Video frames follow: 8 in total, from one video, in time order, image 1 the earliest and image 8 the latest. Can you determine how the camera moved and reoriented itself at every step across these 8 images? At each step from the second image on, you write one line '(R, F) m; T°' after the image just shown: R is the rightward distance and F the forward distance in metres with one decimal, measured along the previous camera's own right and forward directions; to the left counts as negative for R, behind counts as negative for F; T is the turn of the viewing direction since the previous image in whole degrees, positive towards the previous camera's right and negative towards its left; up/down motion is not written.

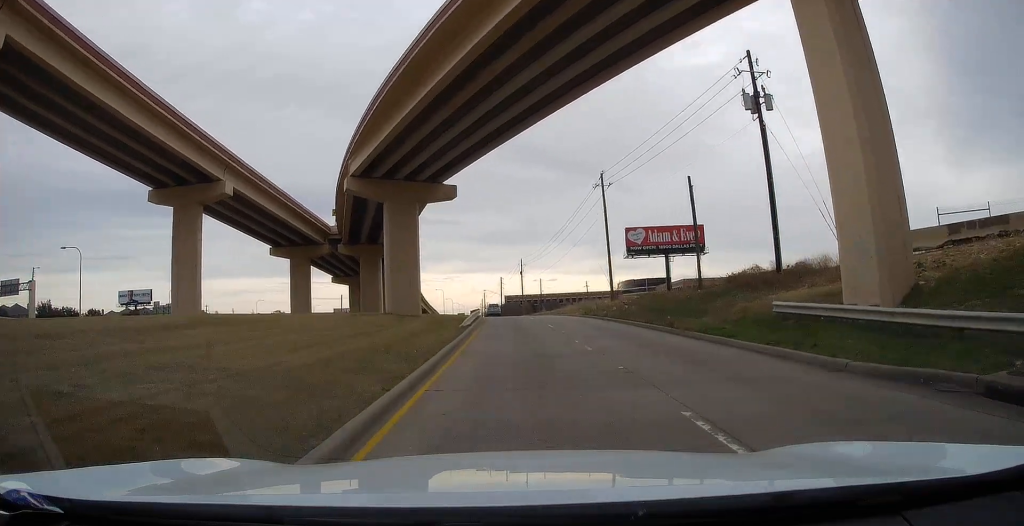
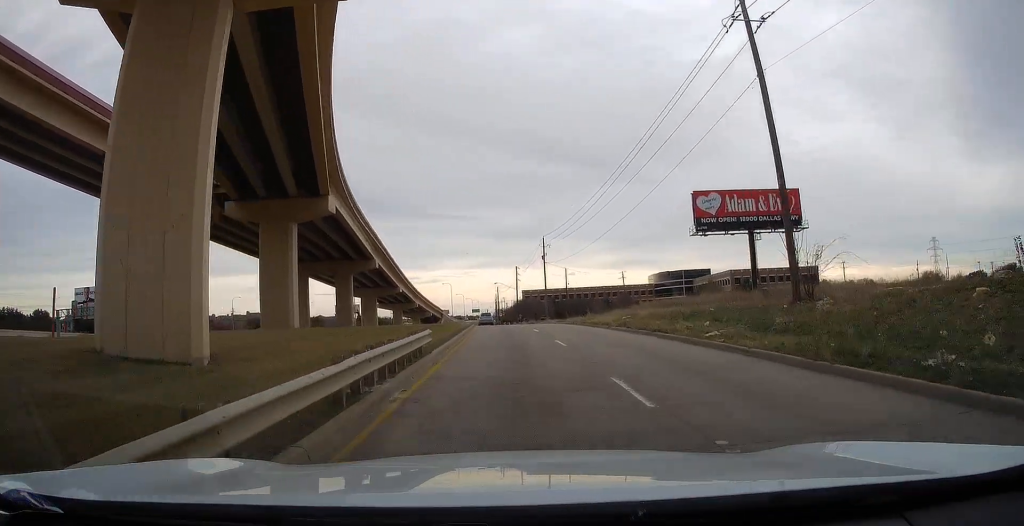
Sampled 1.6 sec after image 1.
(-0.6, +35.1) m; -1°
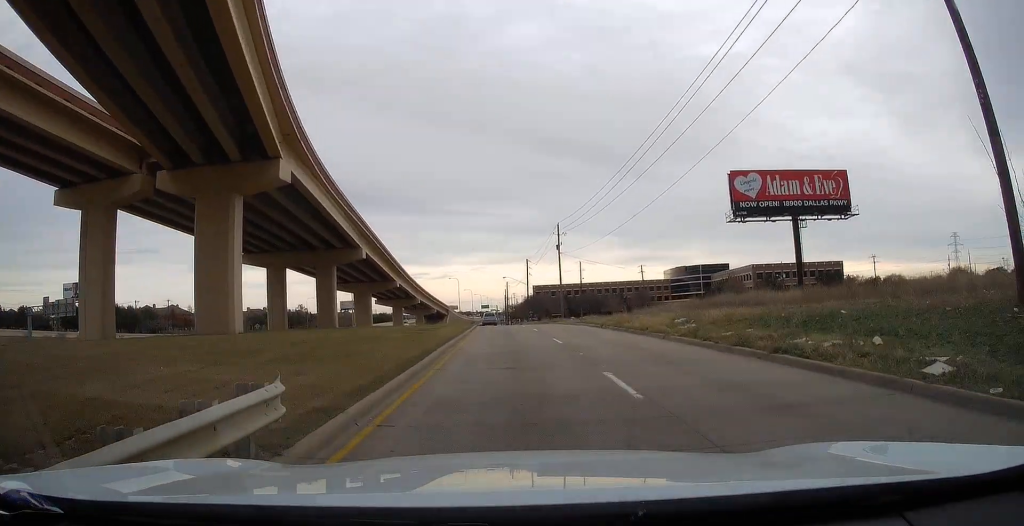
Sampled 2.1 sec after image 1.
(0.0, +10.6) m; -1°
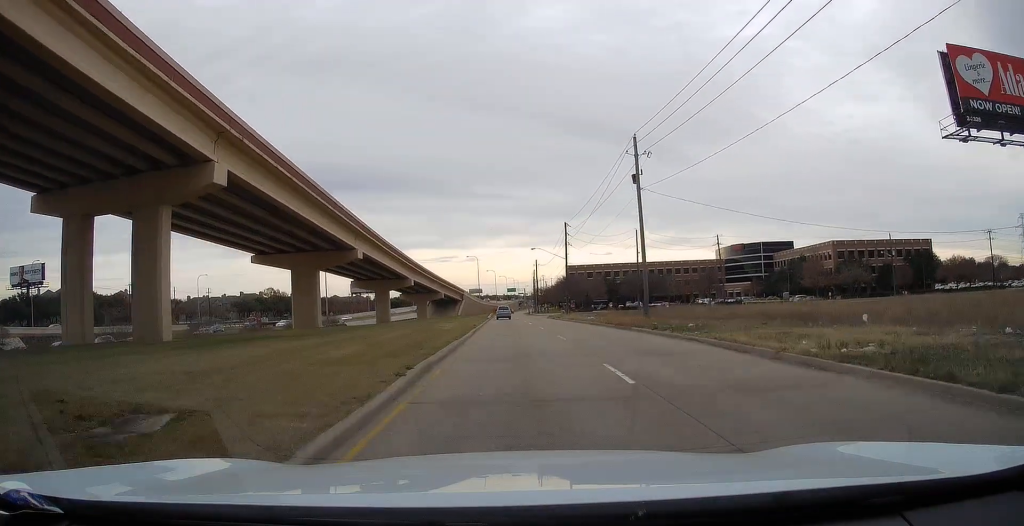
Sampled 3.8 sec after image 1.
(-1.6, +35.0) m; -5°
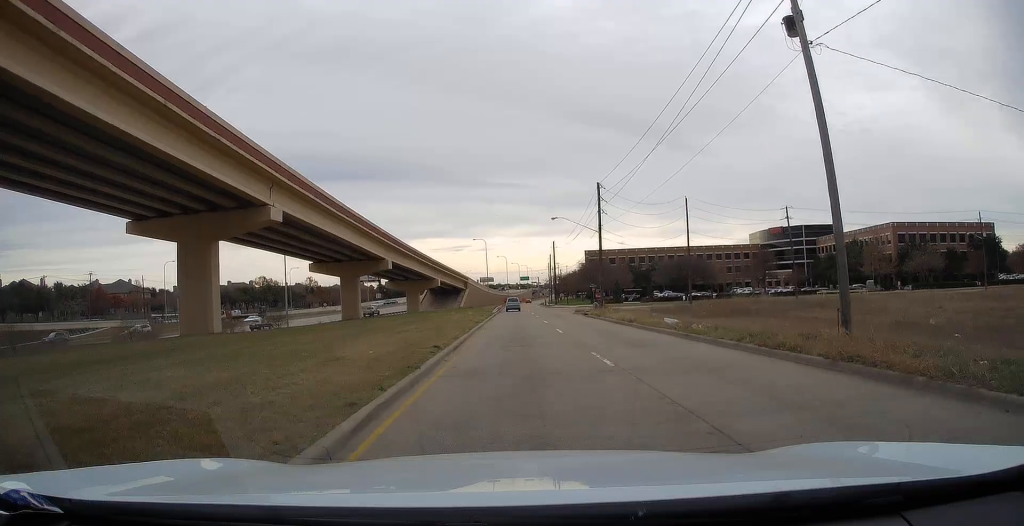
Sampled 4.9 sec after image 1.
(-0.3, +22.5) m; 0°
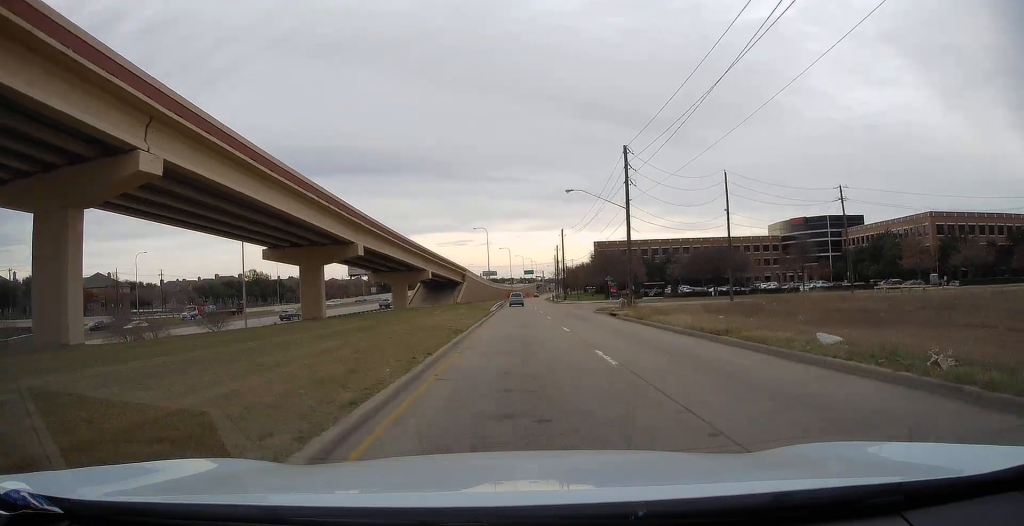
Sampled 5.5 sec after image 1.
(+0.5, +13.3) m; 0°
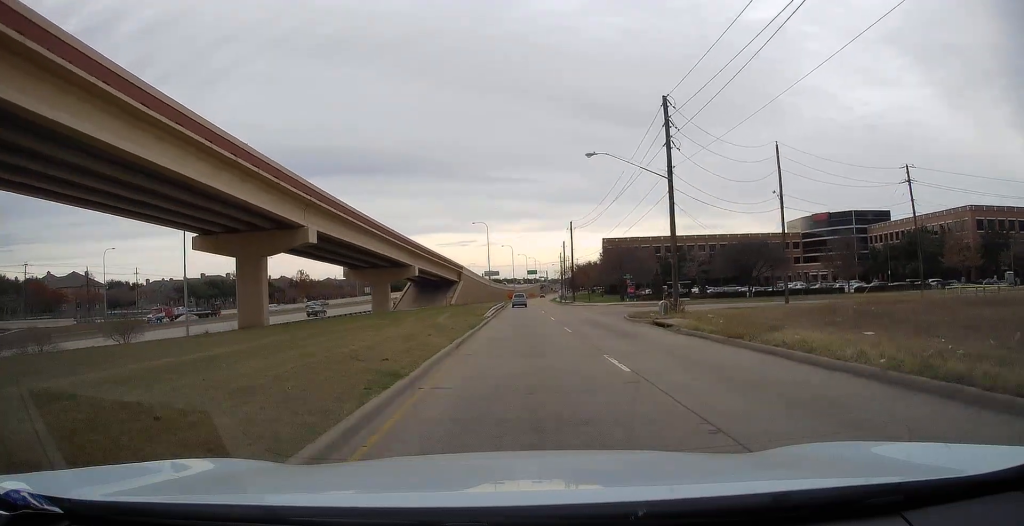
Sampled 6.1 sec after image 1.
(-0.4, +12.6) m; -1°
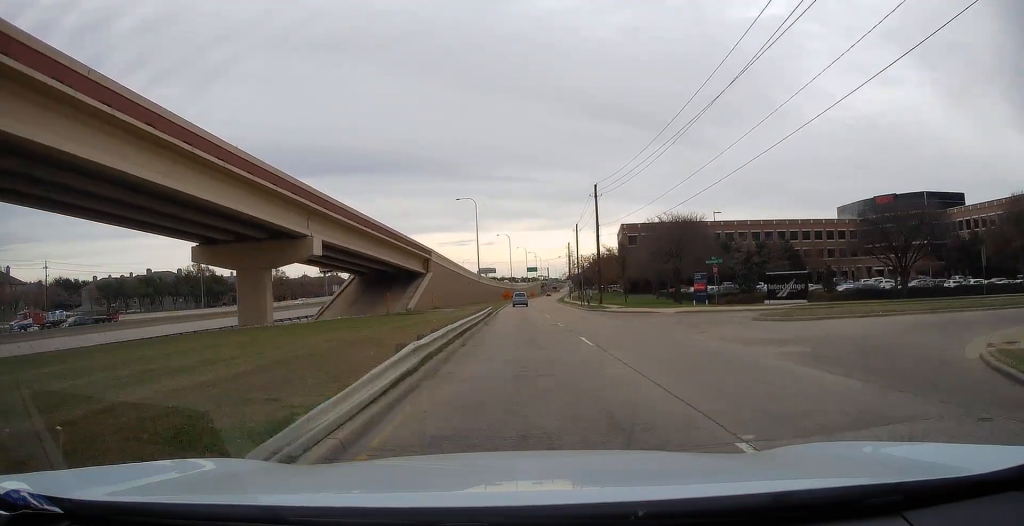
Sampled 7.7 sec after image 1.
(-0.4, +33.0) m; -1°
